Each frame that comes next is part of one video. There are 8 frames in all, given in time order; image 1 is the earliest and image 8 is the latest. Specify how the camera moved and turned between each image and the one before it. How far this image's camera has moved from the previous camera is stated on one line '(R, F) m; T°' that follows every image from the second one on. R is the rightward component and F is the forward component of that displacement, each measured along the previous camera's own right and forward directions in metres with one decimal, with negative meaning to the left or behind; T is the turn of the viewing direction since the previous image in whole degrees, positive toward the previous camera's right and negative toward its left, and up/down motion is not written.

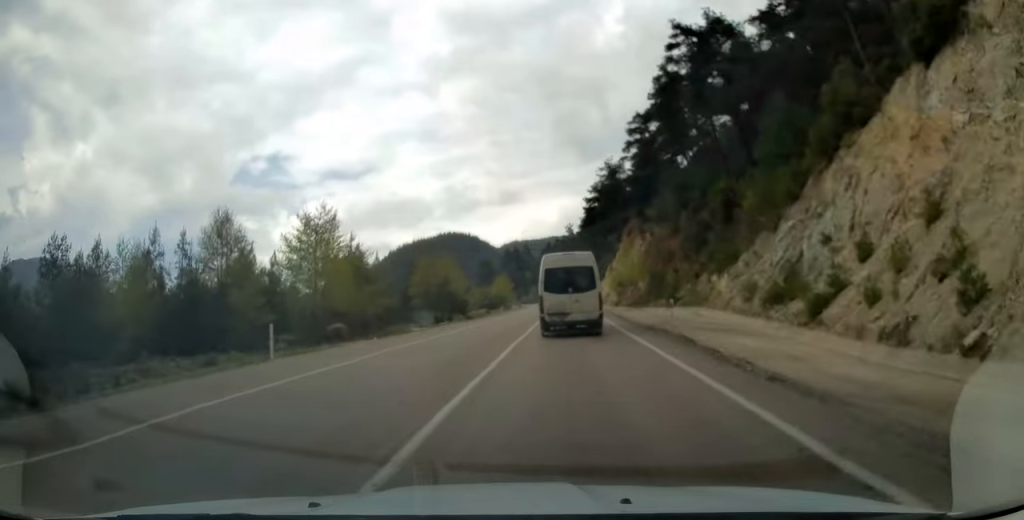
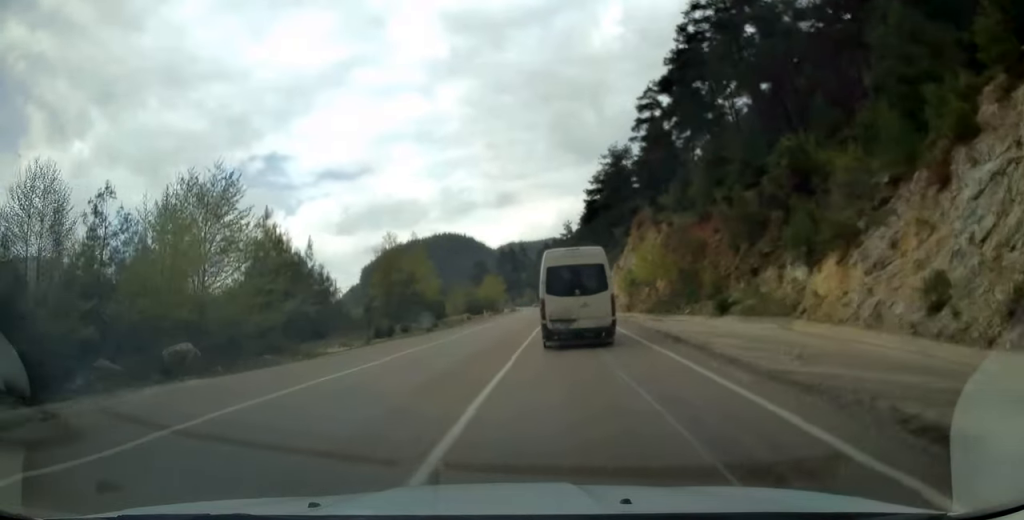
(+0.2, +16.4) m; 0°
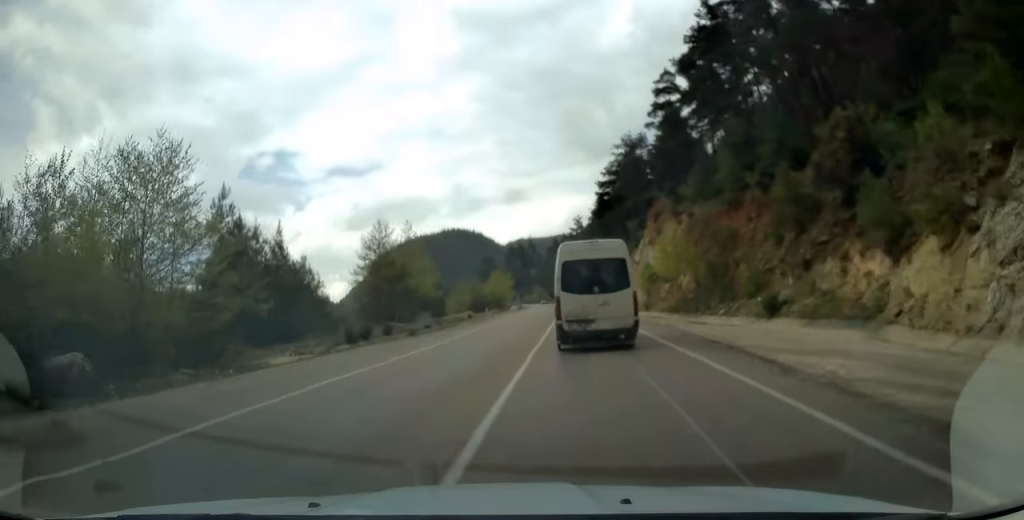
(0.0, +6.7) m; 0°
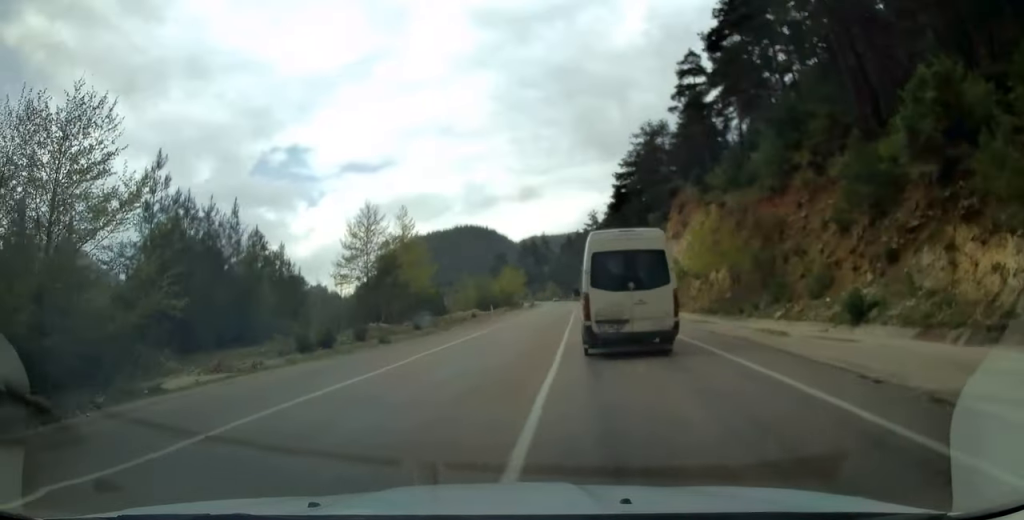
(-0.1, +7.3) m; -1°
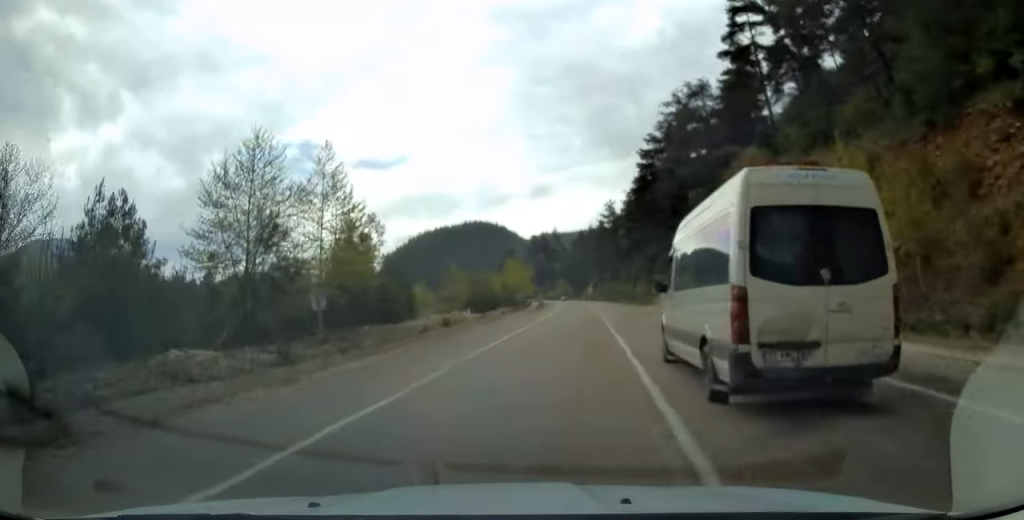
(-0.3, +20.1) m; -1°
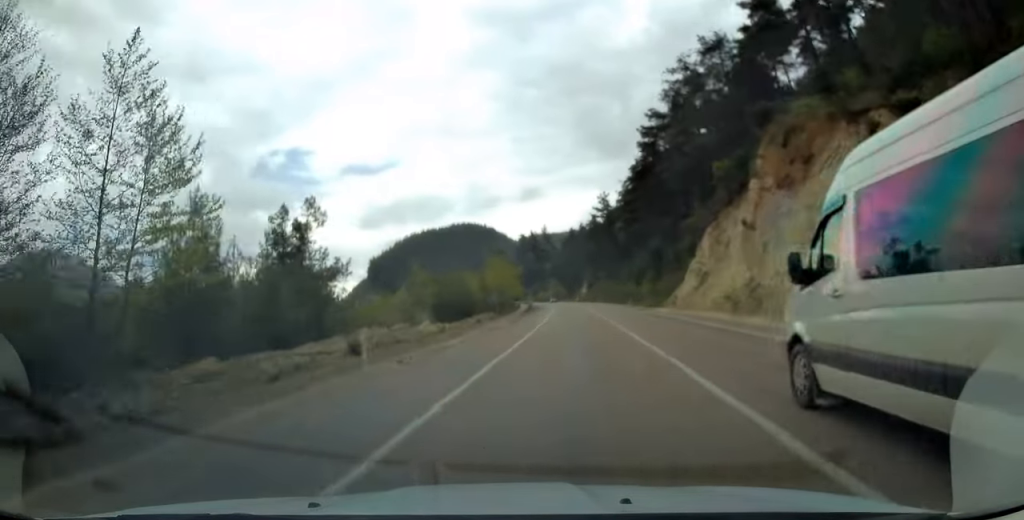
(+0.1, +15.4) m; 0°
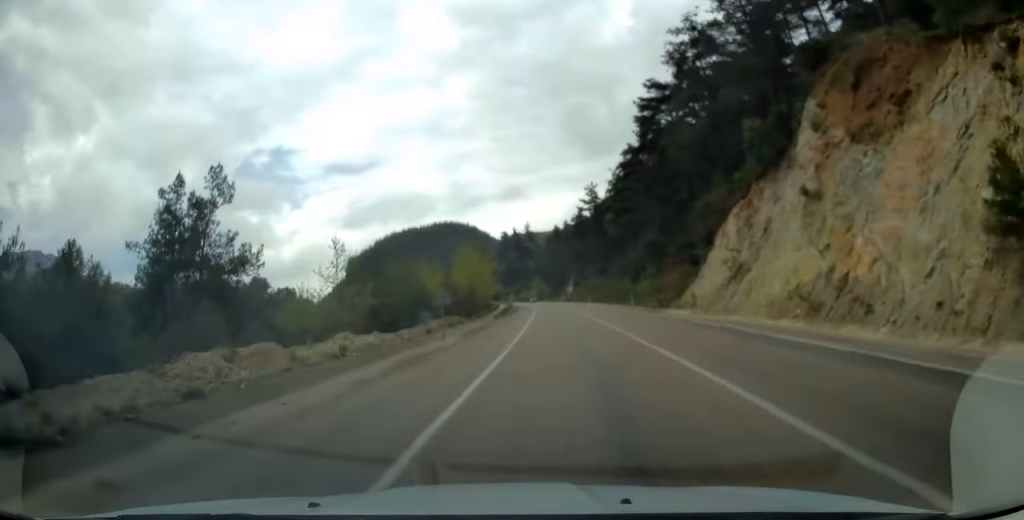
(0.0, +14.0) m; +1°
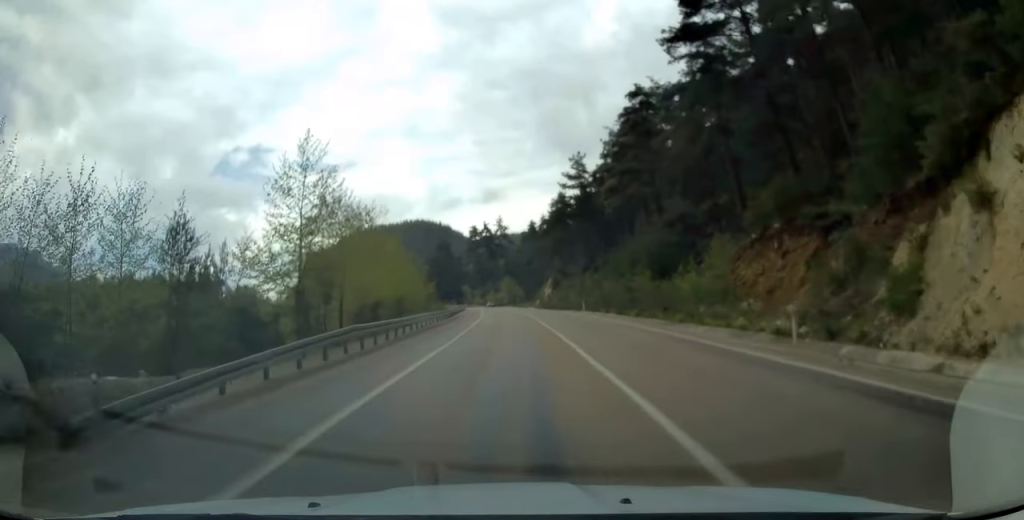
(+1.0, +39.2) m; +2°
